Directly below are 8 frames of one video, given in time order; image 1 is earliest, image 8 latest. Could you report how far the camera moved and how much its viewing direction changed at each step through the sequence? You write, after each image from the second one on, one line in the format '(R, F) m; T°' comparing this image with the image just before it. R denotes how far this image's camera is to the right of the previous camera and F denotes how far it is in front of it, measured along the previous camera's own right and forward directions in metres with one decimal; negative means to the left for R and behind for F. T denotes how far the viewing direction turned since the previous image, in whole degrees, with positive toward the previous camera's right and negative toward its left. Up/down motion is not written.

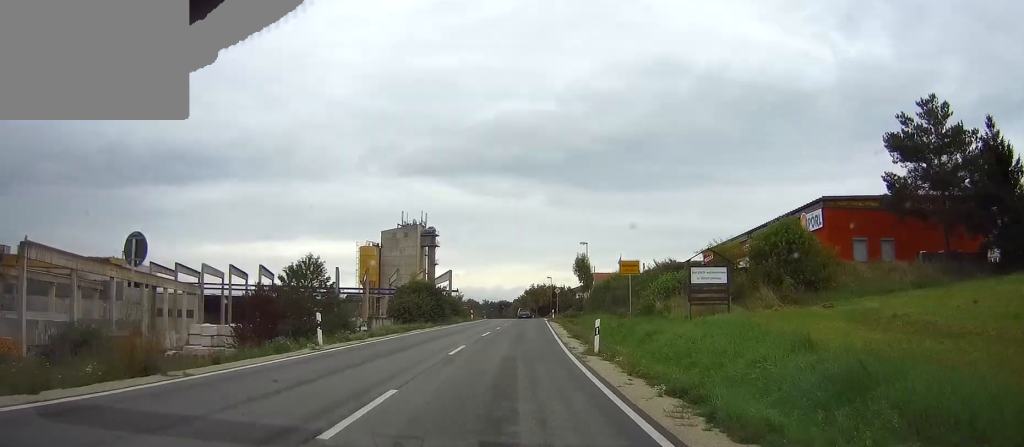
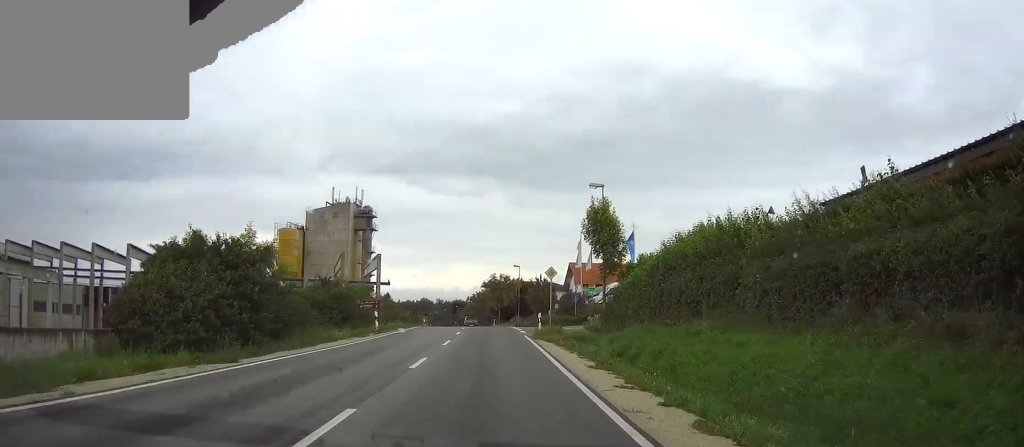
(+1.1, +35.1) m; +3°
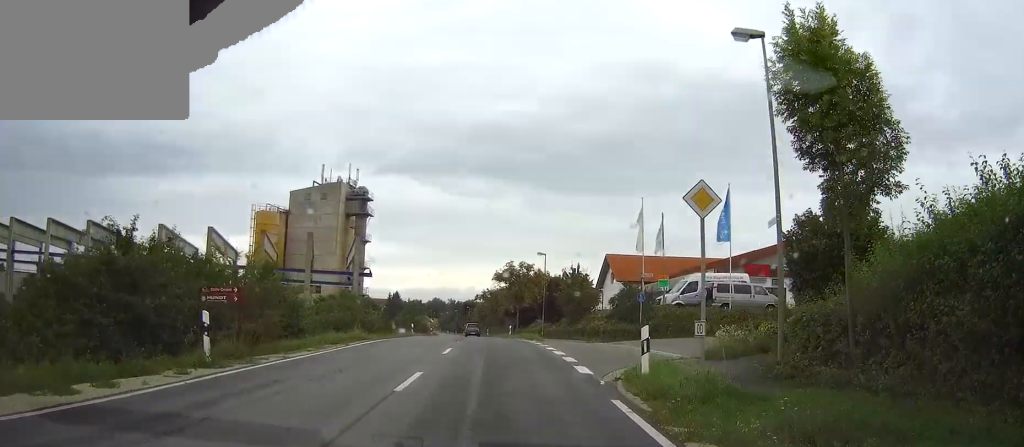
(+0.2, +22.2) m; 0°
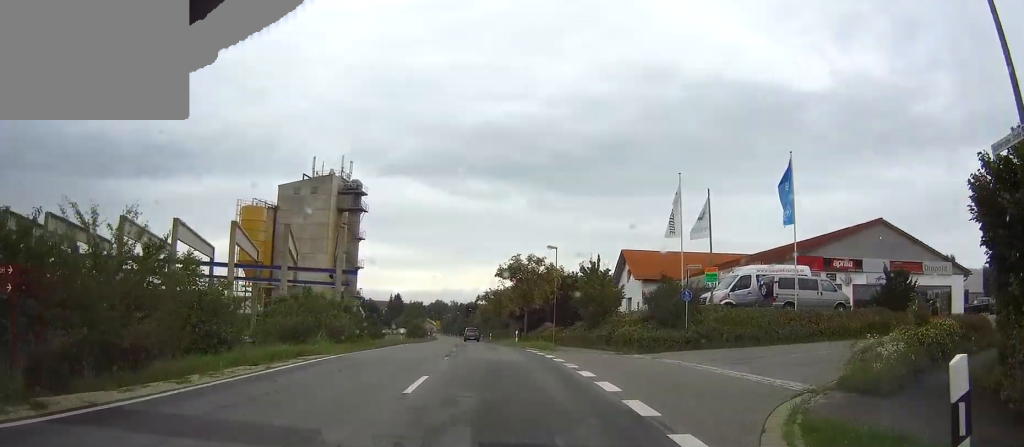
(0.0, +8.5) m; 0°
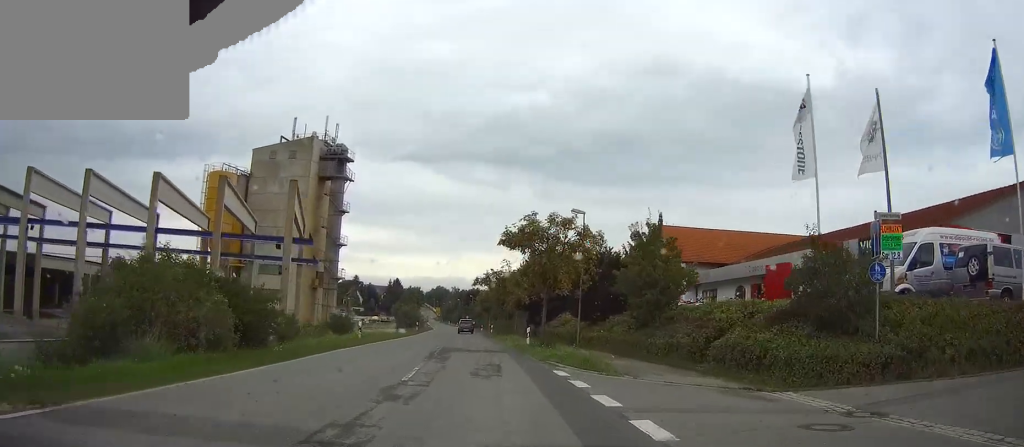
(0.0, +15.3) m; 0°
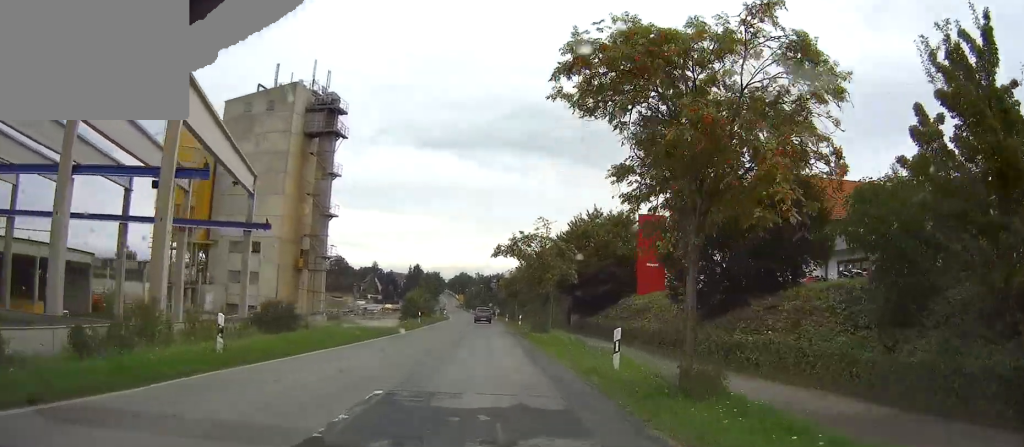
(-0.1, +19.2) m; -1°
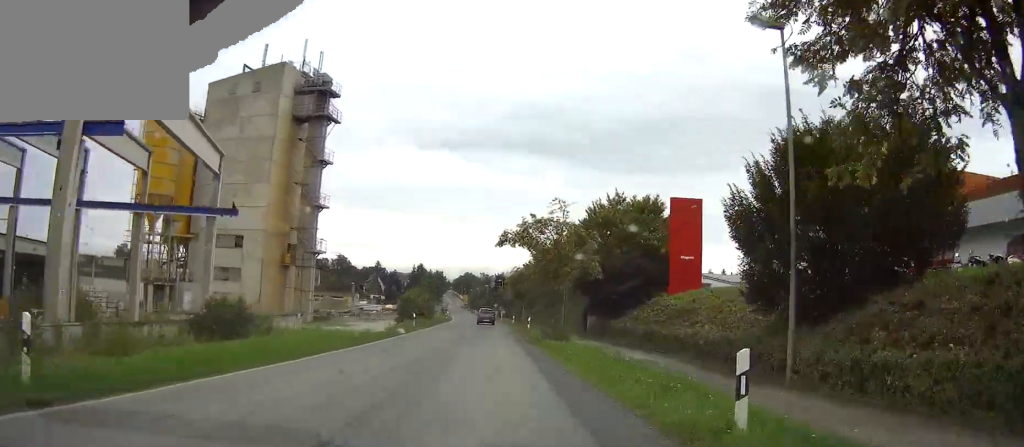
(0.0, +6.8) m; -1°
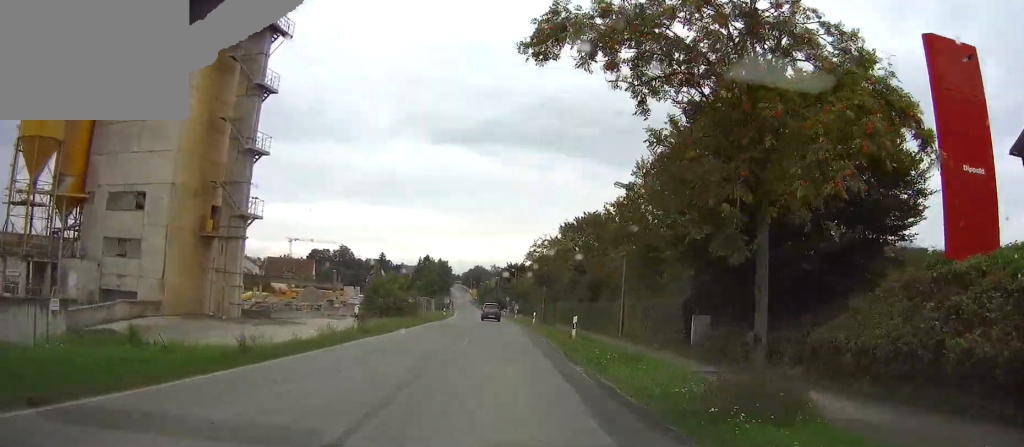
(-0.4, +22.8) m; -1°
